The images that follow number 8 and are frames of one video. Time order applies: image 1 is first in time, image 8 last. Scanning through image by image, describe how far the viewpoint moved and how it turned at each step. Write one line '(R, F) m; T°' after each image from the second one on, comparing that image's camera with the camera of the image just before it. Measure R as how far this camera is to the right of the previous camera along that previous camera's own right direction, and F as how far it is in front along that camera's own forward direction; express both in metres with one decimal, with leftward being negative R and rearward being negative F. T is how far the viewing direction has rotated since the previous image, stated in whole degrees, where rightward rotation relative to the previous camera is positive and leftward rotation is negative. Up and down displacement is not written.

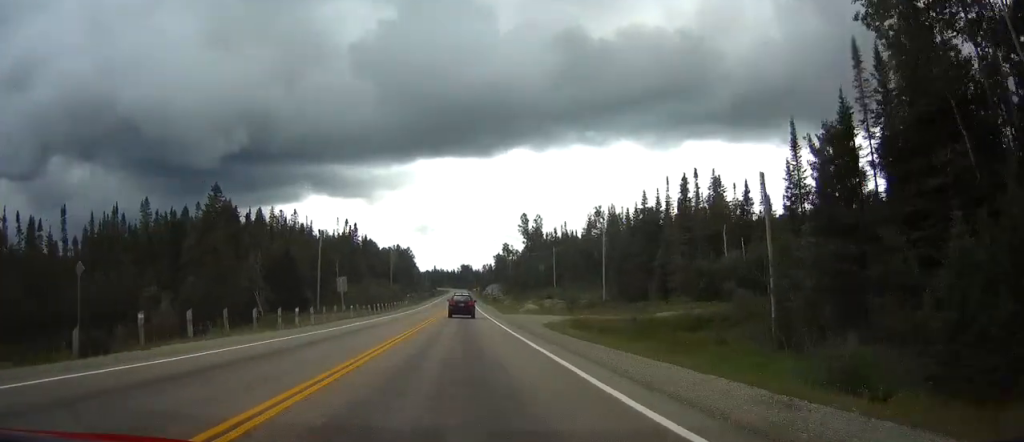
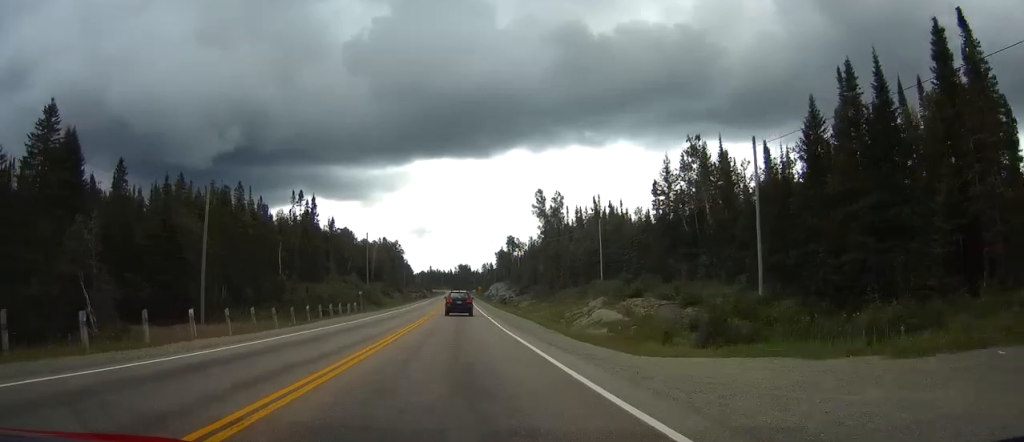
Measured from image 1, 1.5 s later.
(+0.2, +49.0) m; 0°
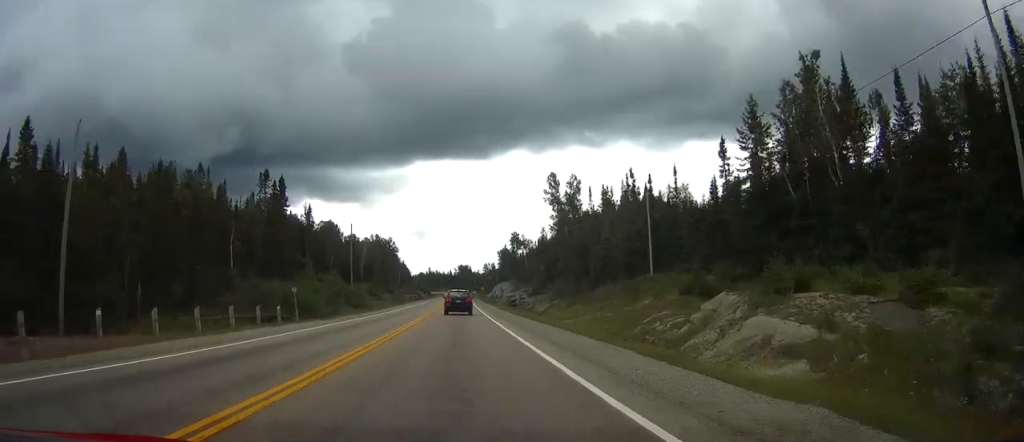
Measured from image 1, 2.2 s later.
(-0.1, +24.1) m; 0°
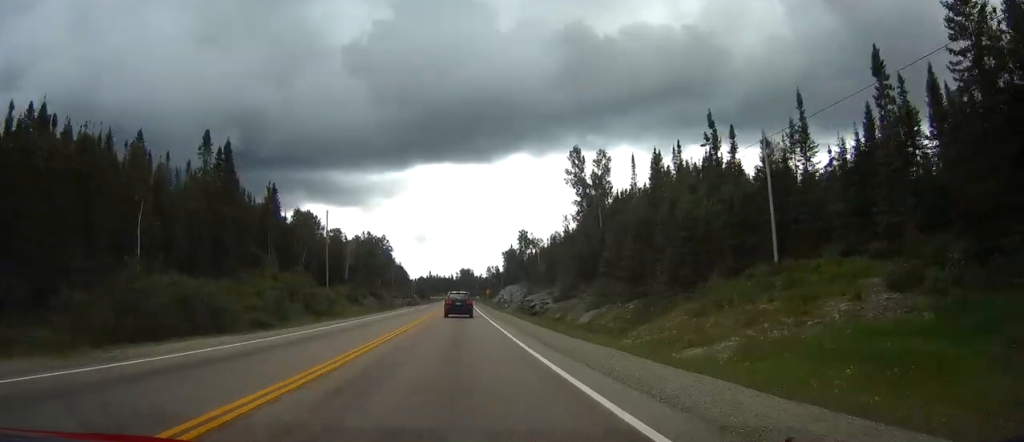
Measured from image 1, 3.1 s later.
(0.0, +27.3) m; 0°
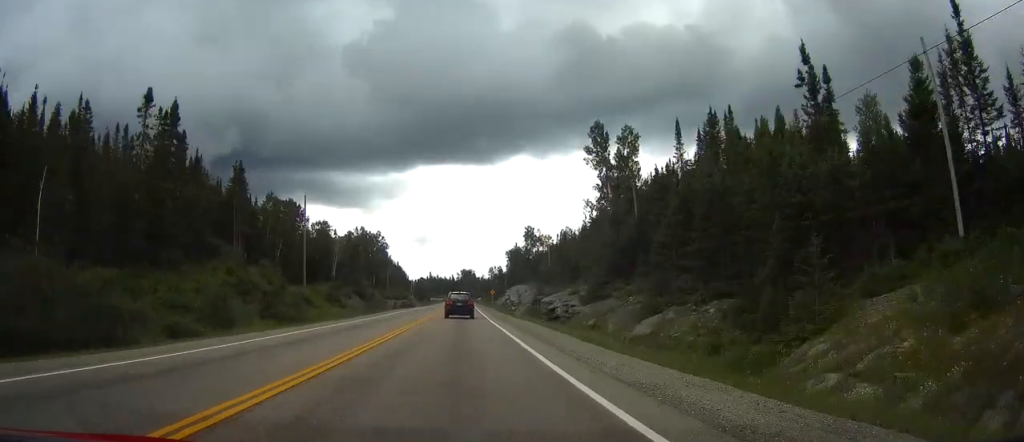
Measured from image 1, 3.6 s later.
(0.0, +17.5) m; 0°
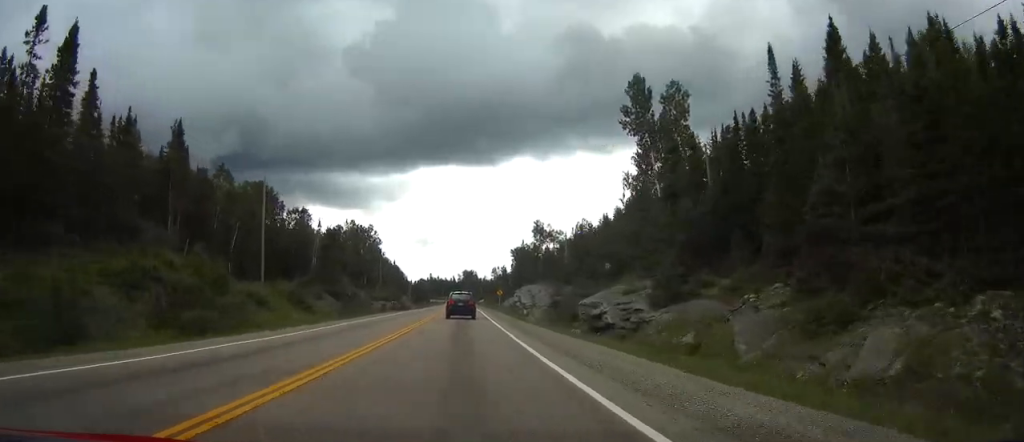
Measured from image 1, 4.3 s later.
(0.0, +21.8) m; 0°
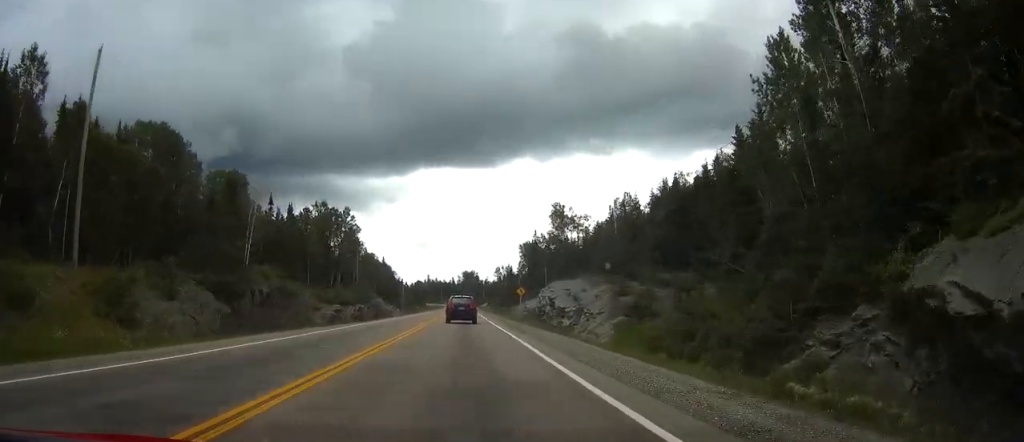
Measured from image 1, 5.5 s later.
(0.0, +40.2) m; 0°
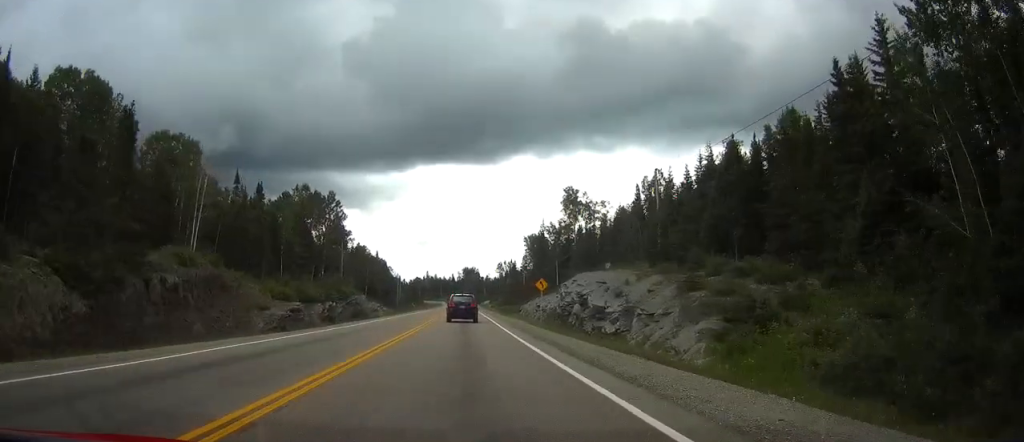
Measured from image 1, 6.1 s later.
(0.0, +18.4) m; 0°
